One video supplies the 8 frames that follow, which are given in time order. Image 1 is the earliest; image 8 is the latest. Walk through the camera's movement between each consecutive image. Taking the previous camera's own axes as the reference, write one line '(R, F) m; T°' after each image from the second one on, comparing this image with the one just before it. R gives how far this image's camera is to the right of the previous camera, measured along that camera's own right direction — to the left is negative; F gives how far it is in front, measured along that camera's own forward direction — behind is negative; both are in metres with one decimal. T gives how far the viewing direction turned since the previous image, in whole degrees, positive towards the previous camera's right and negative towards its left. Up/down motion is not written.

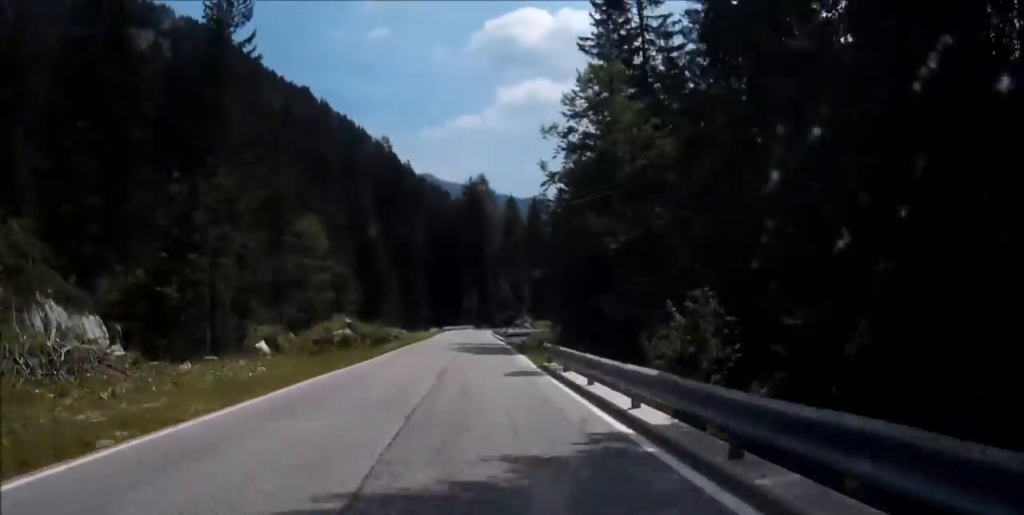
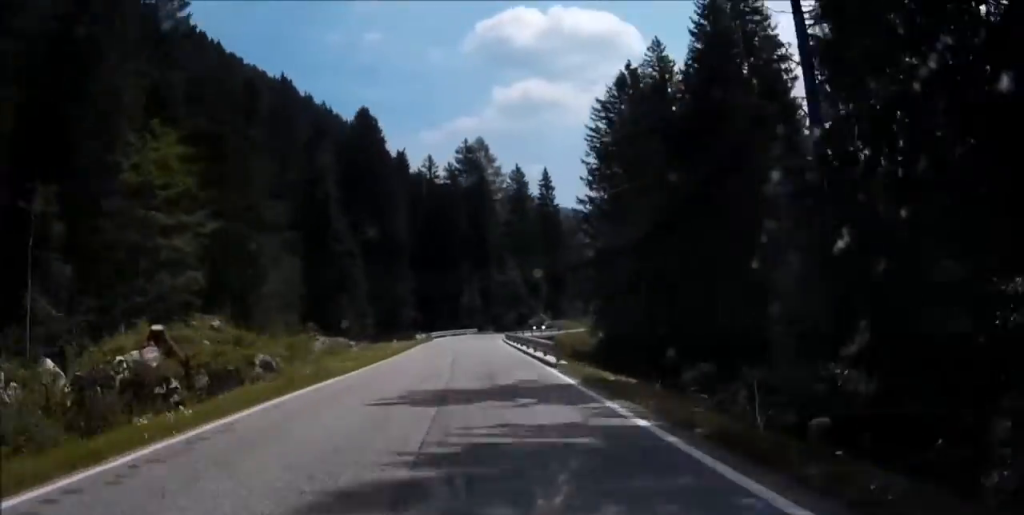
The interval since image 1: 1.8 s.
(+0.1, +33.8) m; +1°
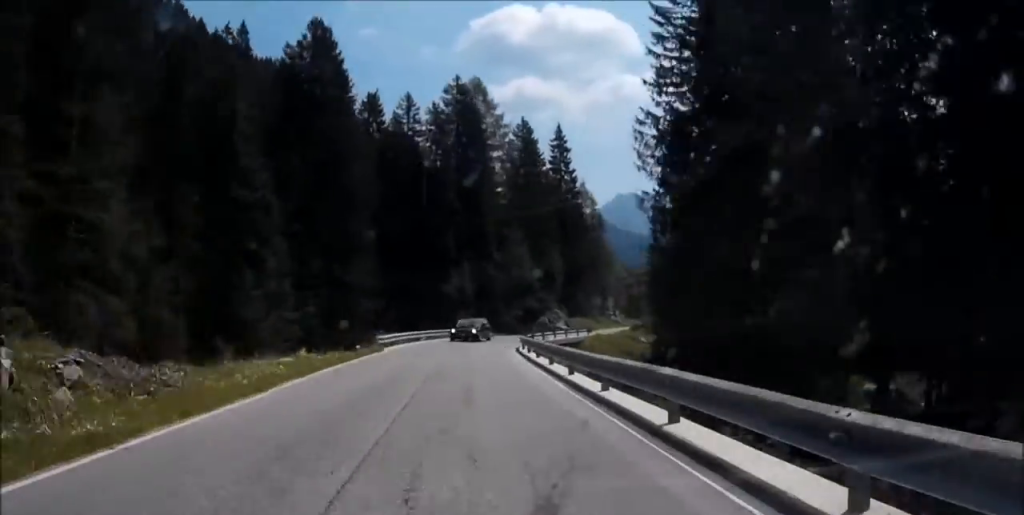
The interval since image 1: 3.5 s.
(+0.4, +29.9) m; +1°
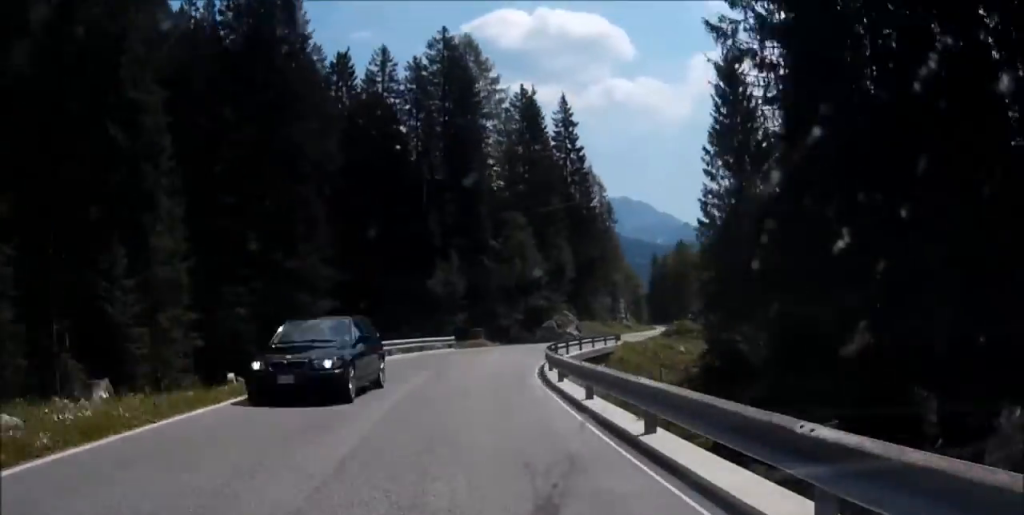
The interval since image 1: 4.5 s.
(+0.1, +17.4) m; +1°
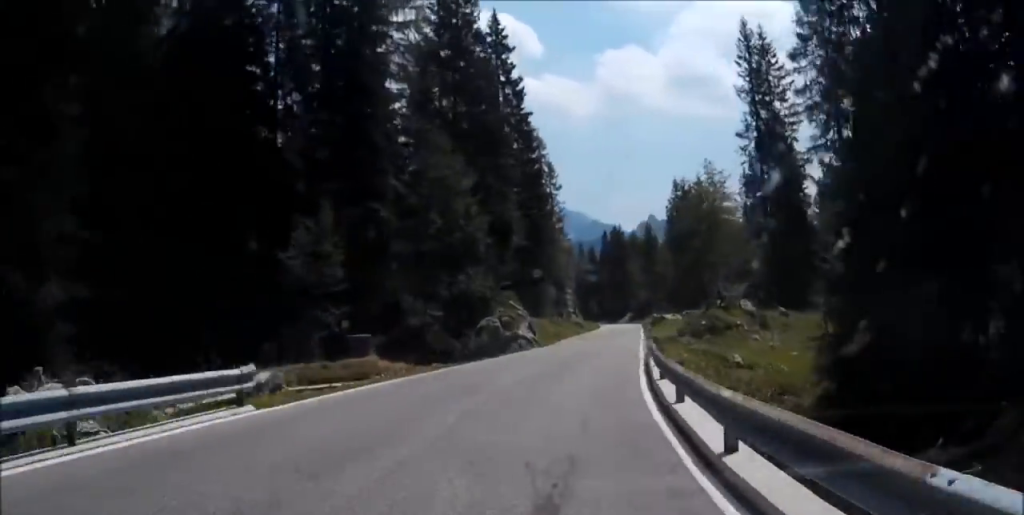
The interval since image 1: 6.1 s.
(0.0, +26.7) m; +6°
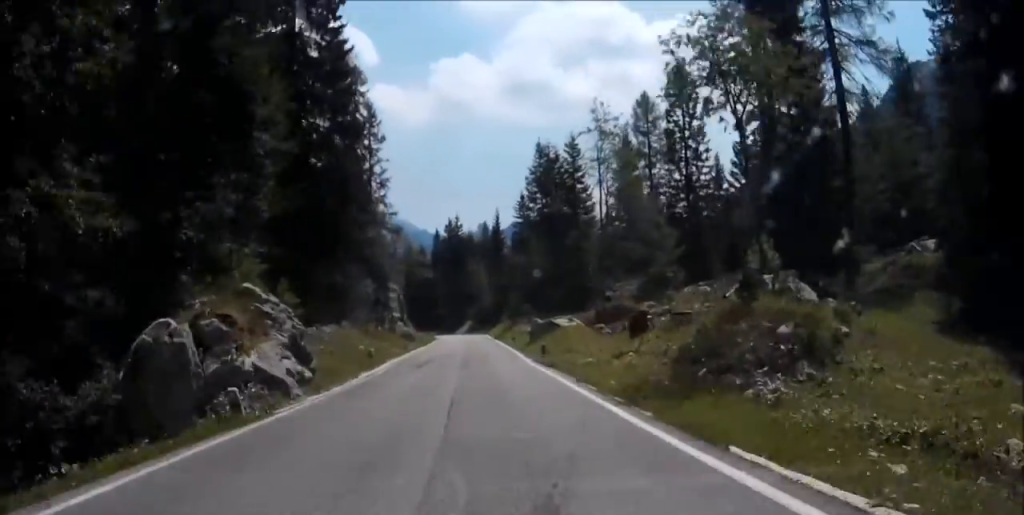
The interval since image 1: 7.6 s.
(+2.6, +24.9) m; +5°
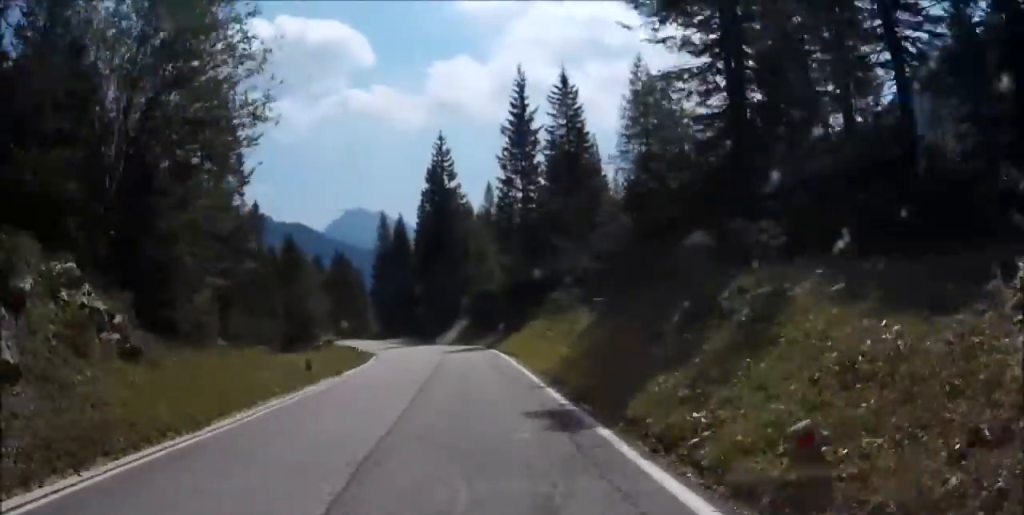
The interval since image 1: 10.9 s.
(+1.1, +52.2) m; 0°
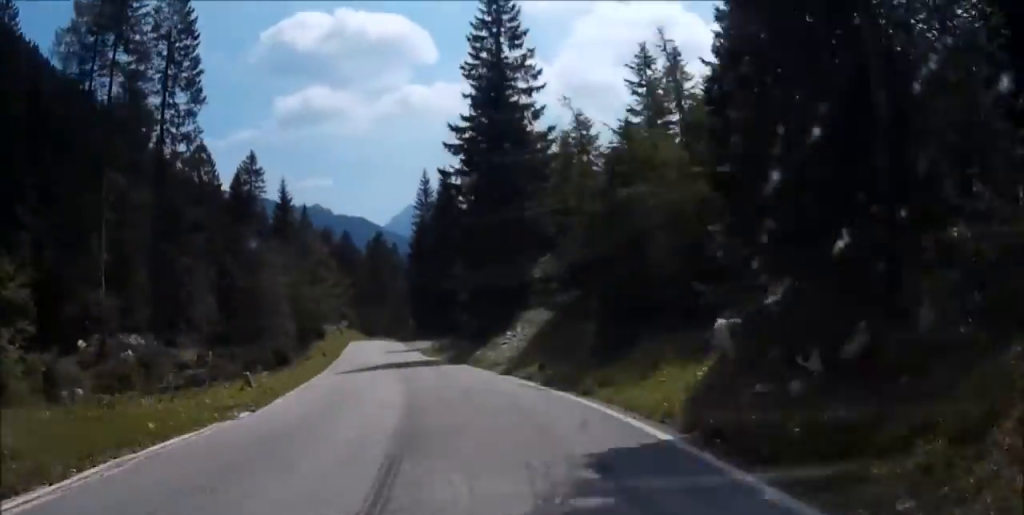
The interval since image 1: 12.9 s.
(-0.6, +30.5) m; -4°
